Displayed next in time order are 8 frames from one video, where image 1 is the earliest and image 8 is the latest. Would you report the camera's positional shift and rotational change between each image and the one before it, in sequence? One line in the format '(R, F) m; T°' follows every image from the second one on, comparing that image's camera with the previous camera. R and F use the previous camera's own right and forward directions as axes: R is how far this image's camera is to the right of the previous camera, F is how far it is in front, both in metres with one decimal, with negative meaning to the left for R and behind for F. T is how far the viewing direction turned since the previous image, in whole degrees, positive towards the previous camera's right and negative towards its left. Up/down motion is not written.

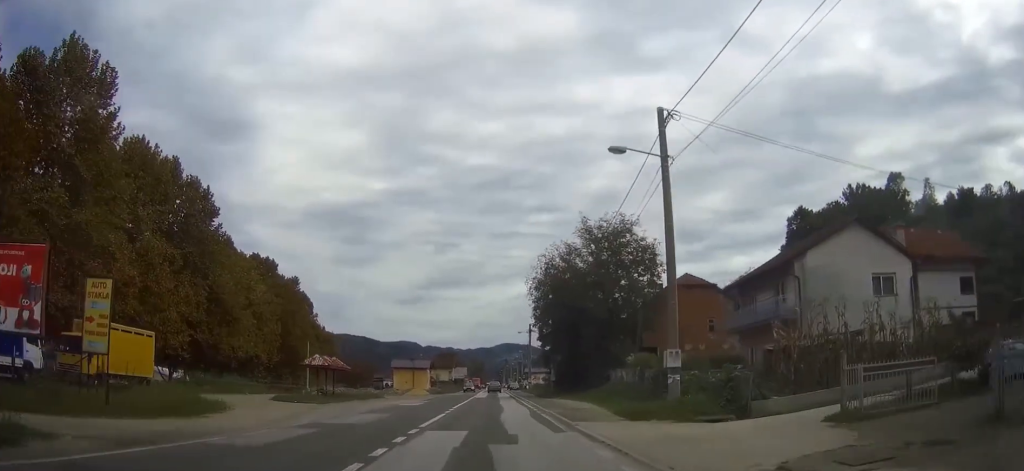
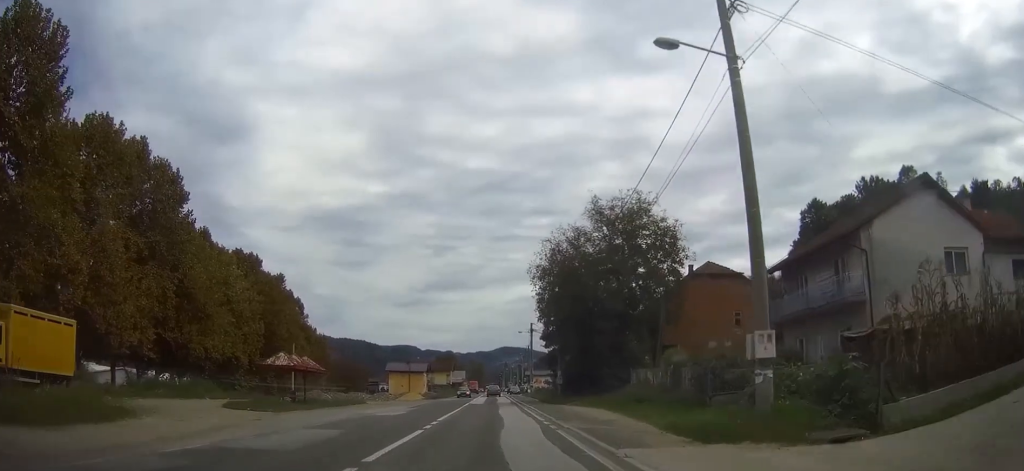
(0.0, +7.6) m; 0°
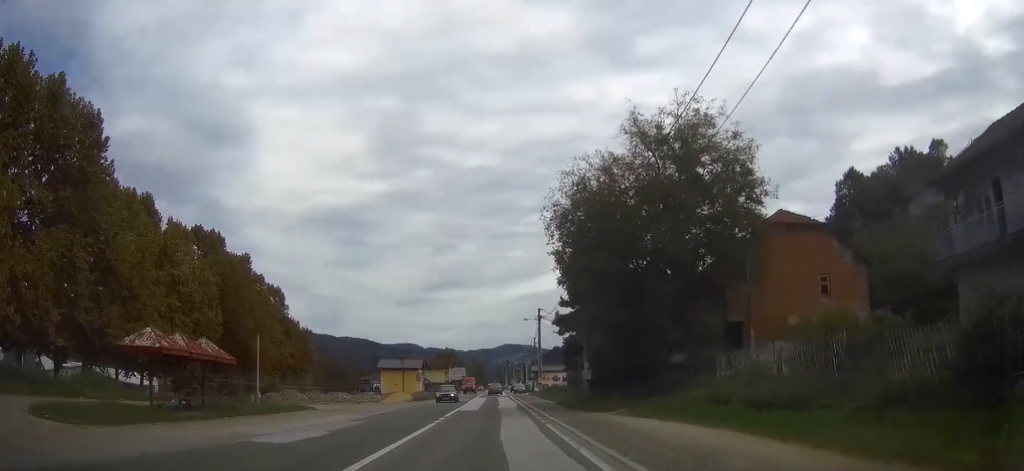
(+0.1, +15.9) m; 0°
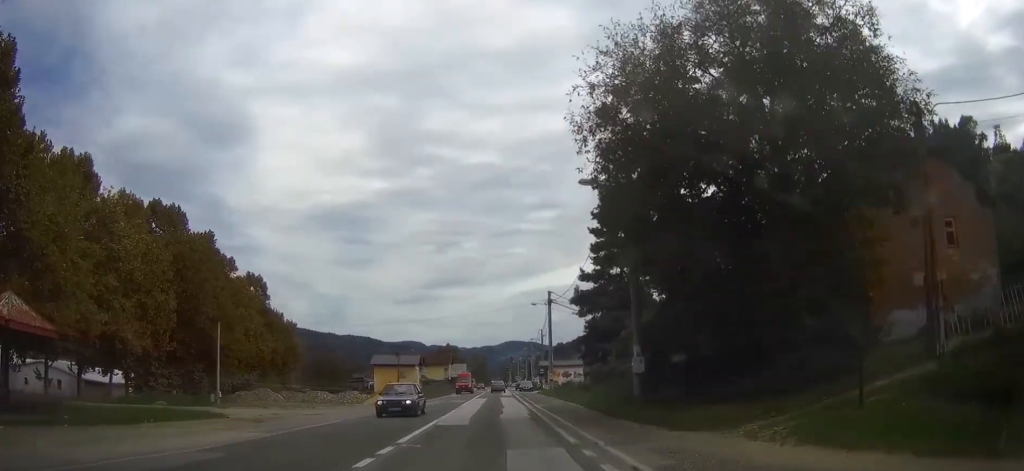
(-0.2, +13.3) m; -1°
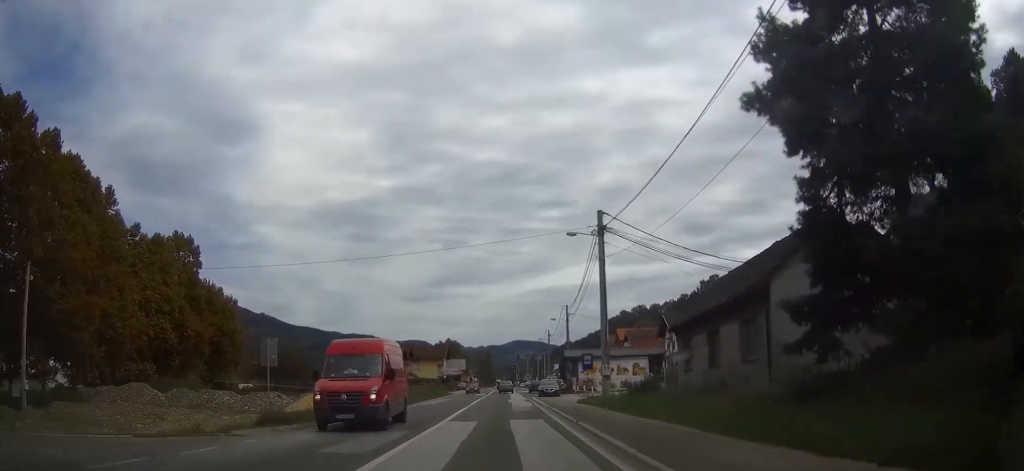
(-0.1, +33.2) m; 0°
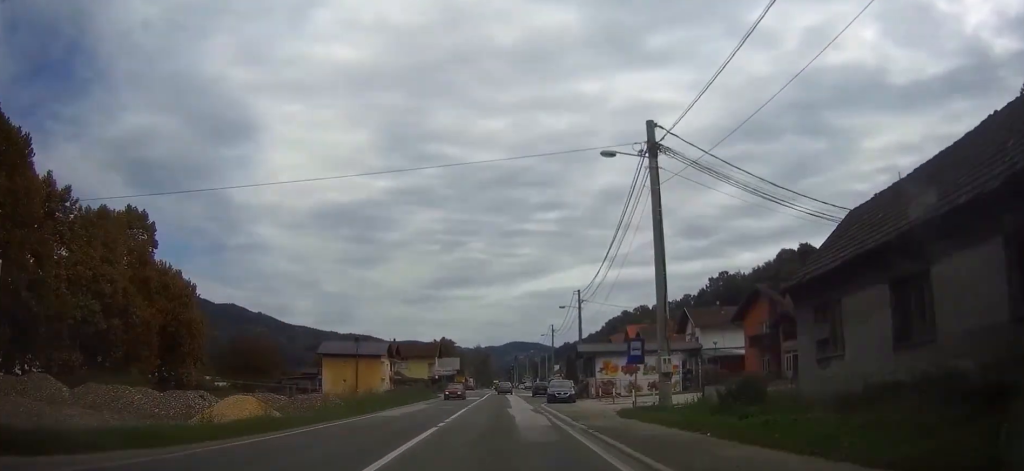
(+0.1, +14.4) m; 0°
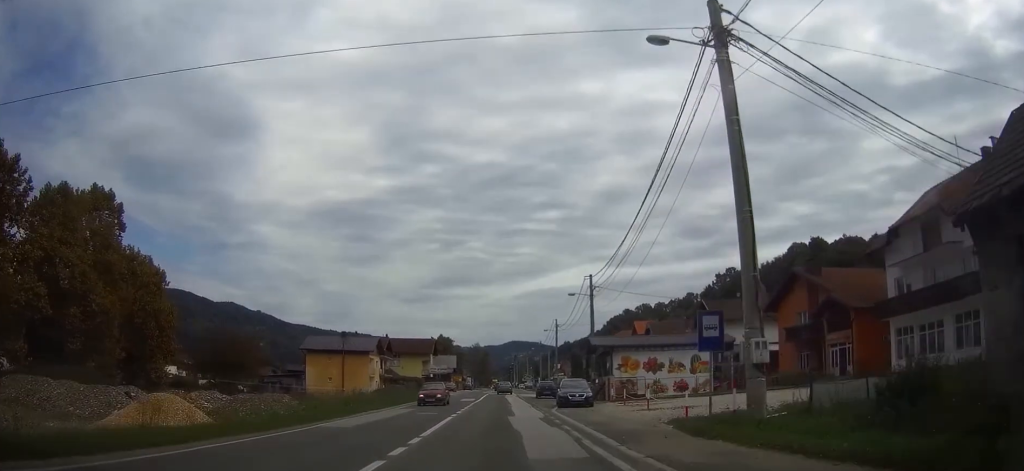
(0.0, +9.0) m; 0°
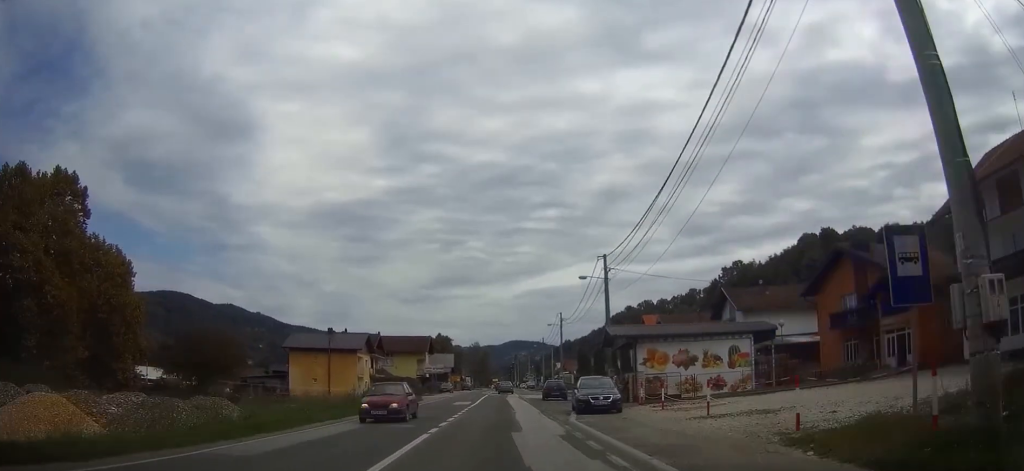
(0.0, +8.3) m; 0°
